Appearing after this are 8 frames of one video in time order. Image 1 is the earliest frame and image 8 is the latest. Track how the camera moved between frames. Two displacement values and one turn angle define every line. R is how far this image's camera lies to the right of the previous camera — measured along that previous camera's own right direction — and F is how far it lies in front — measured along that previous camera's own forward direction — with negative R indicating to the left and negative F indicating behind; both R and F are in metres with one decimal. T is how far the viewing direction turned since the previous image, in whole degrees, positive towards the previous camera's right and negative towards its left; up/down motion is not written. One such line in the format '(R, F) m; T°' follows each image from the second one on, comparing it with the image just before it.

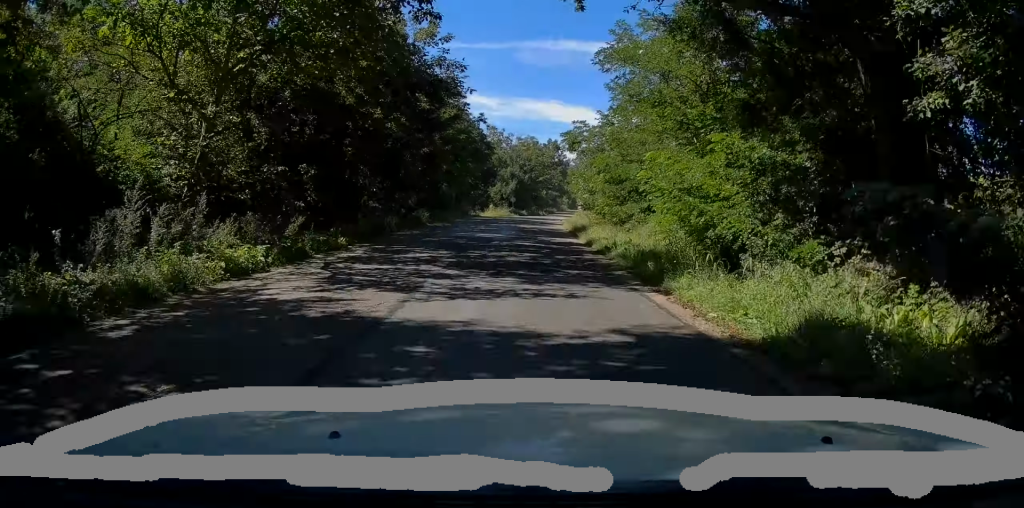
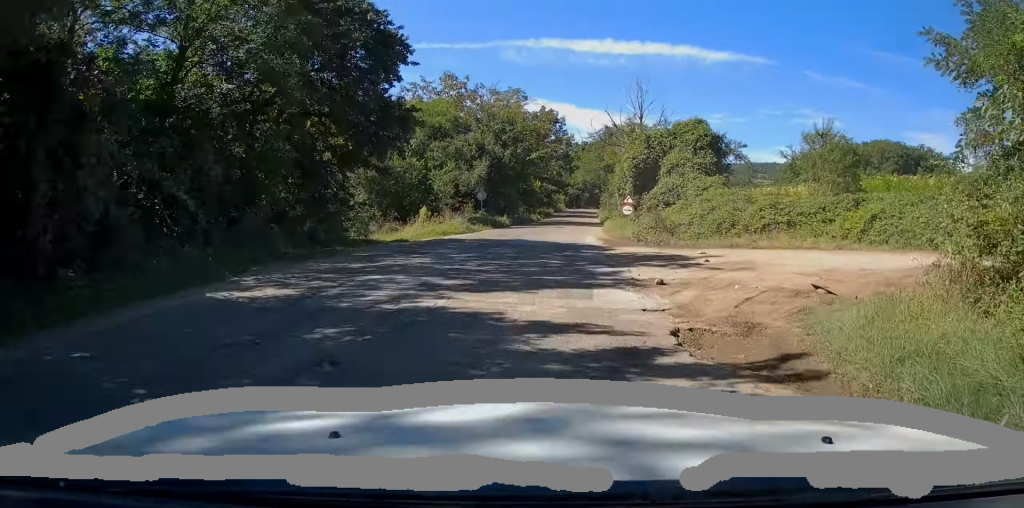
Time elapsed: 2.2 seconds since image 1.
(+0.3, +37.7) m; +2°
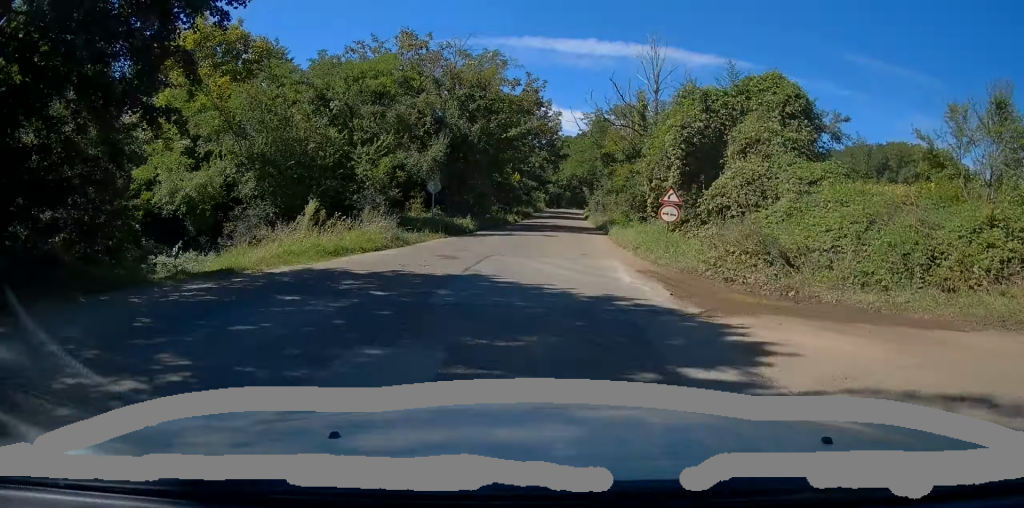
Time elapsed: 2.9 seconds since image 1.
(+0.5, +12.6) m; +3°
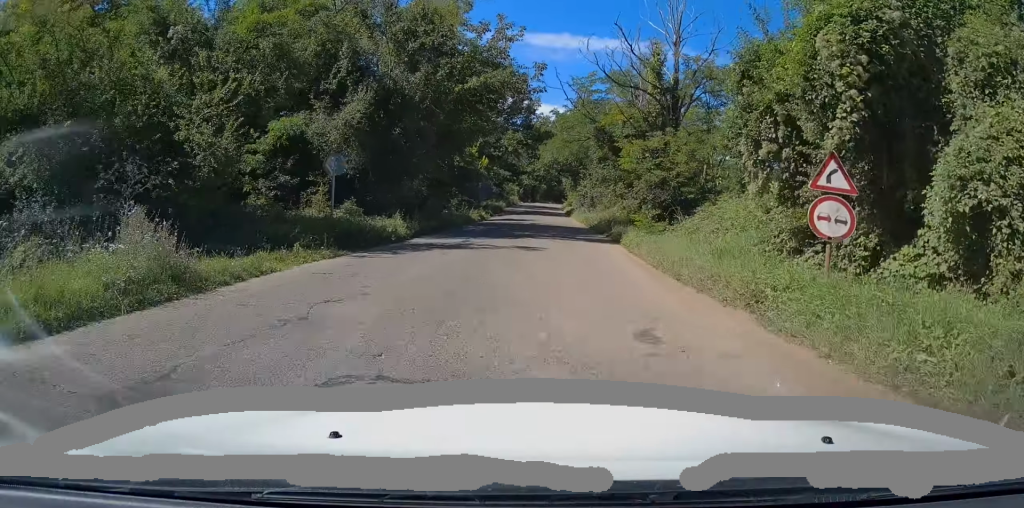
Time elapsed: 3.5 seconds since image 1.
(+0.2, +10.9) m; +1°
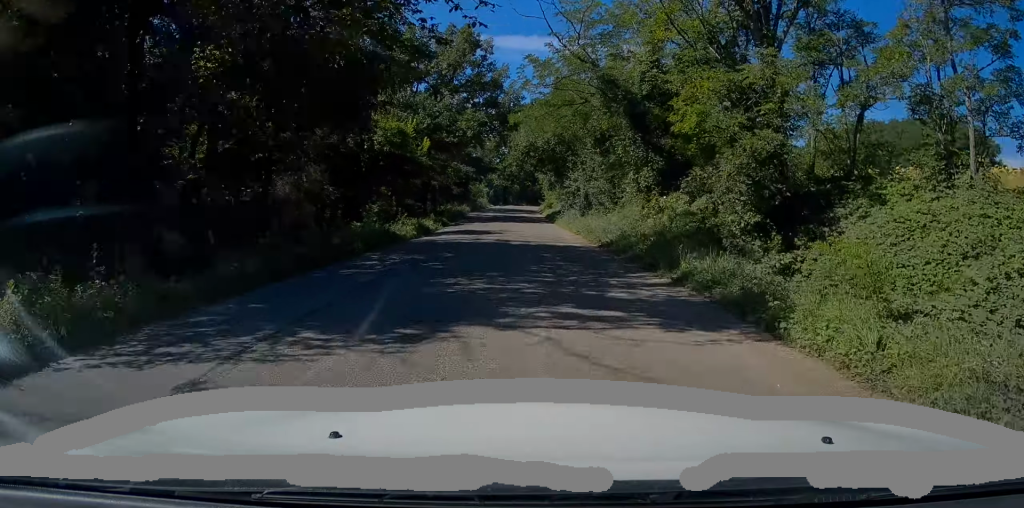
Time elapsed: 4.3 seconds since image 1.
(+0.1, +13.8) m; 0°
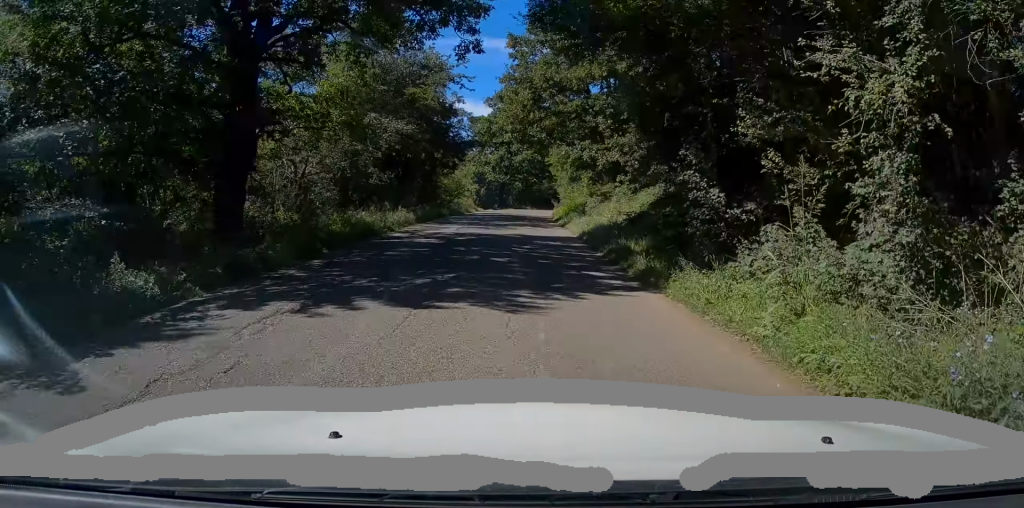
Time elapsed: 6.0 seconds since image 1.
(+0.1, +30.1) m; +1°
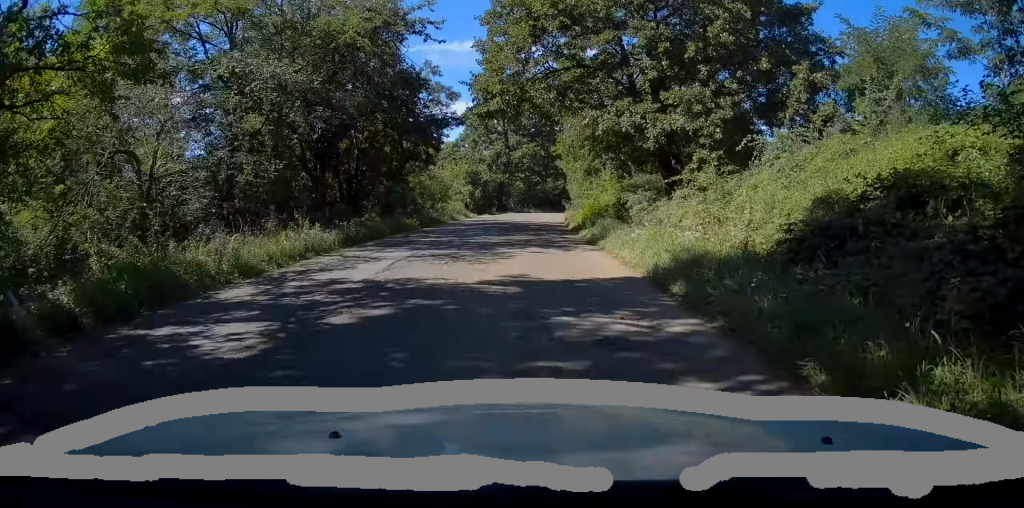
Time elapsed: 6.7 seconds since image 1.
(0.0, +12.0) m; 0°
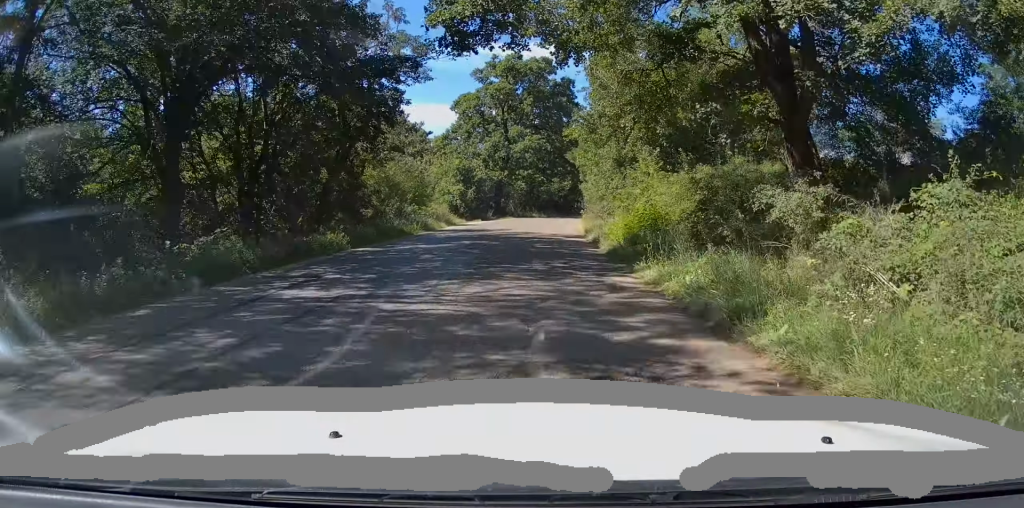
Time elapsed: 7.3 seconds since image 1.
(0.0, +11.4) m; 0°
